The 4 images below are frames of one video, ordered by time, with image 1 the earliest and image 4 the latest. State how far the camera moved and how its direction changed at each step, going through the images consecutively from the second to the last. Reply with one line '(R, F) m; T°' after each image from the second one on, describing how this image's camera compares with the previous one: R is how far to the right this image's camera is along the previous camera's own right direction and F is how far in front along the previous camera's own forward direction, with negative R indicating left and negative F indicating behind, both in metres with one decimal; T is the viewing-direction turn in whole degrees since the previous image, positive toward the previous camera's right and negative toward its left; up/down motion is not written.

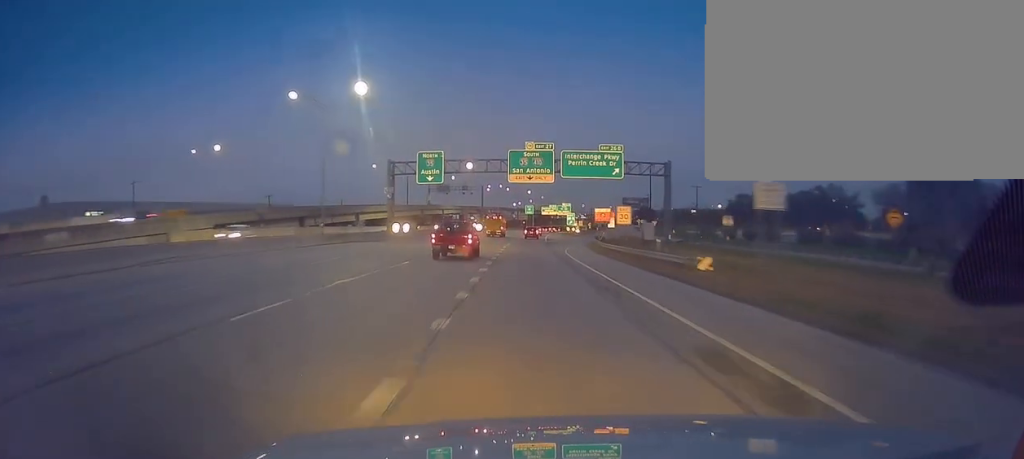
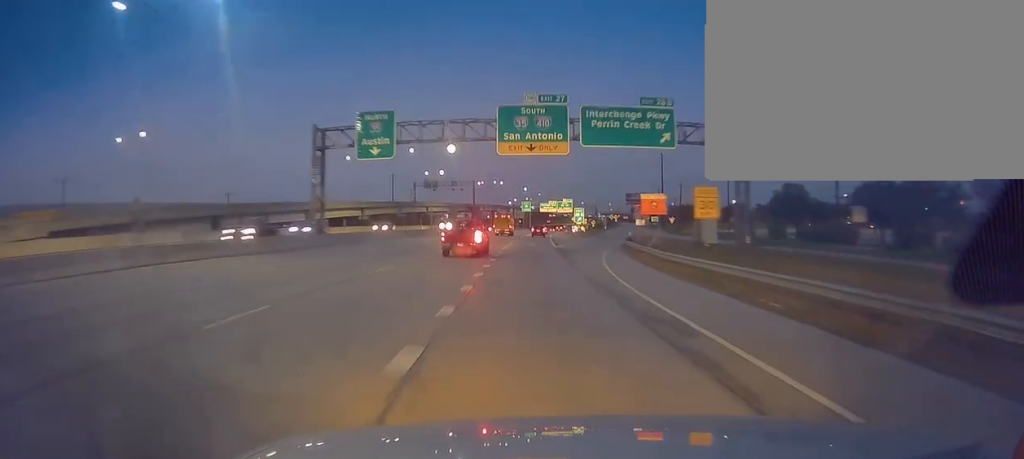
(0.0, +25.8) m; 0°
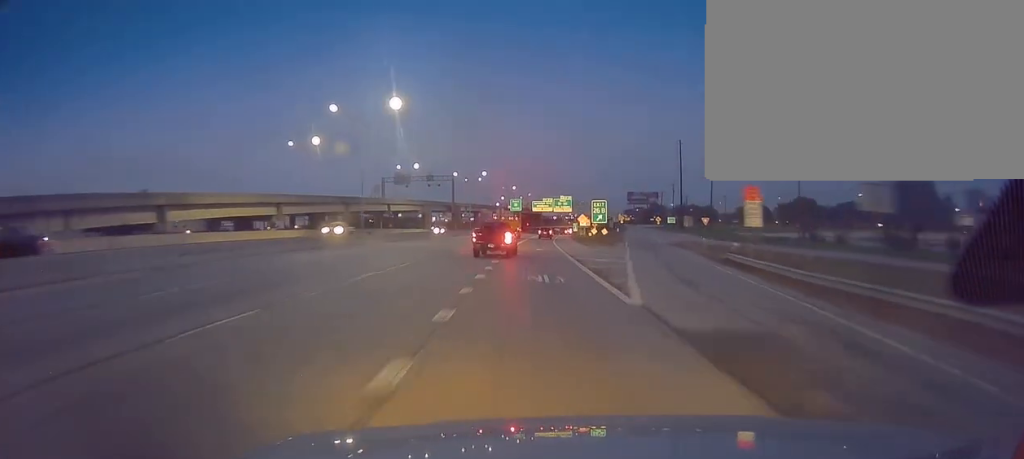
(+0.2, +36.8) m; 0°
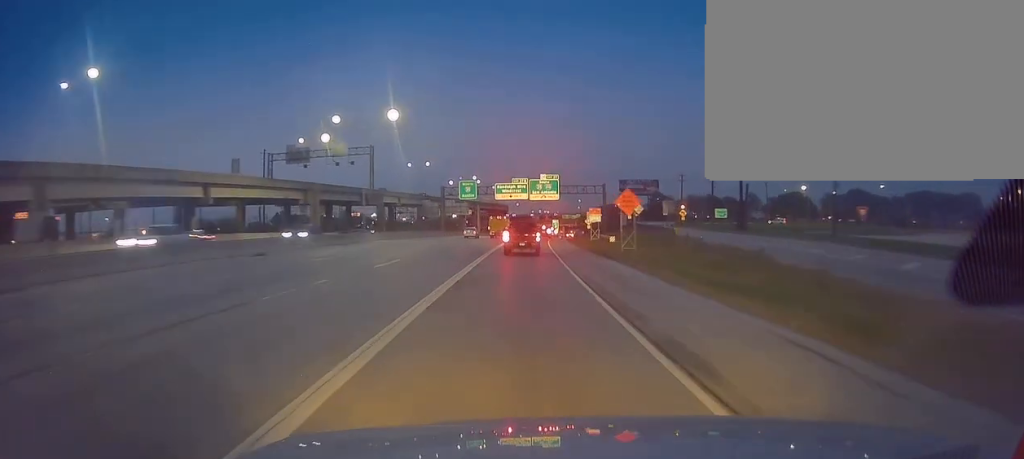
(+2.5, +69.5) m; +4°
